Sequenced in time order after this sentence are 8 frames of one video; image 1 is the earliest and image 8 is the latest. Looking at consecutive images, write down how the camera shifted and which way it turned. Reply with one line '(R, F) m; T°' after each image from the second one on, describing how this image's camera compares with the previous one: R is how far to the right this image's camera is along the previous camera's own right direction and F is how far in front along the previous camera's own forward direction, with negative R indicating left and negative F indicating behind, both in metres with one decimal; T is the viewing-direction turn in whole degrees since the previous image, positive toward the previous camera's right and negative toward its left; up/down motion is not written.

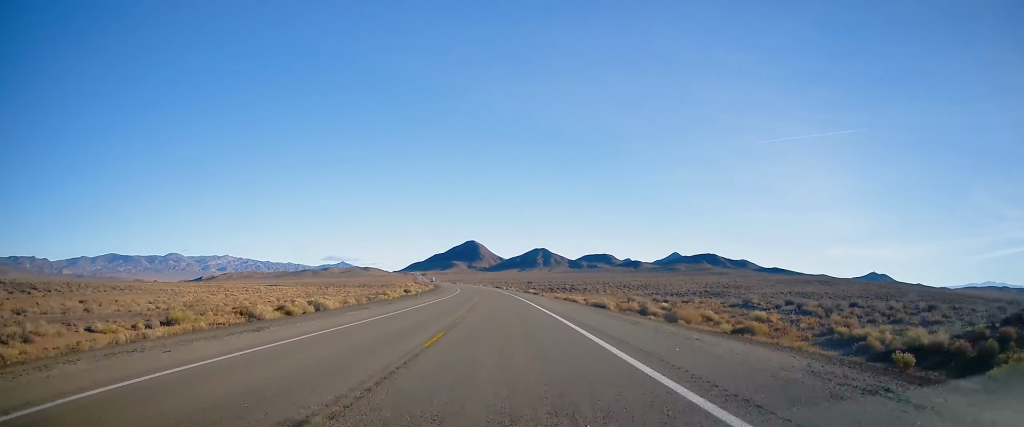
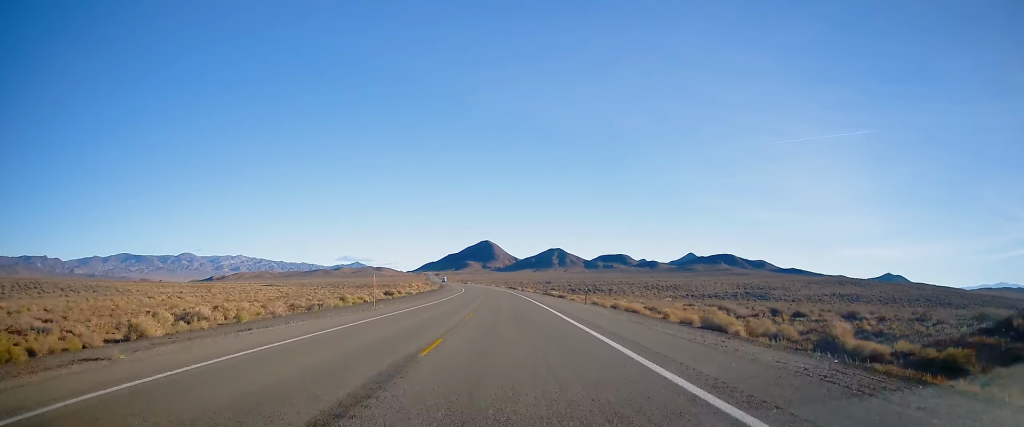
(-0.3, +26.0) m; -1°
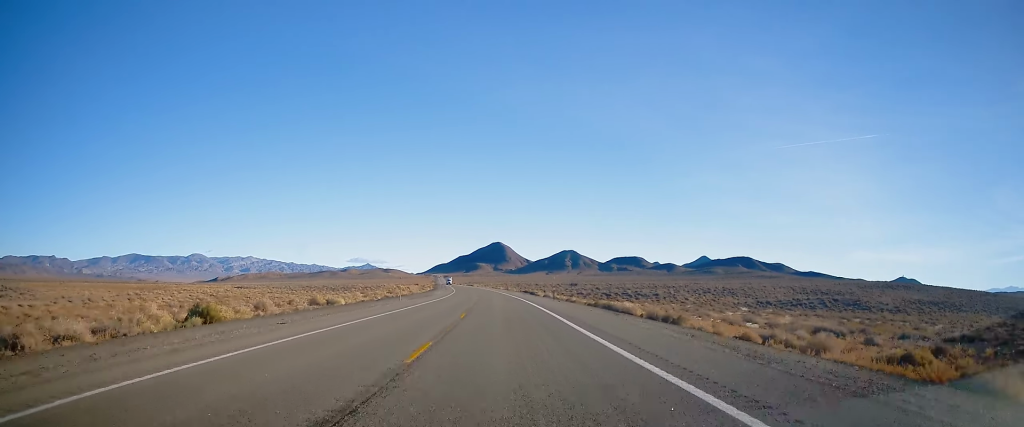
(-0.8, +49.9) m; -1°
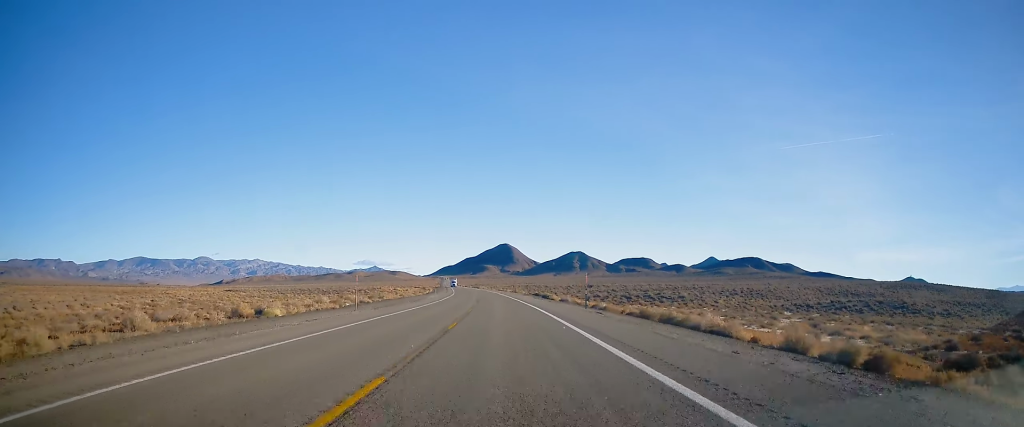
(+0.1, +16.7) m; -1°
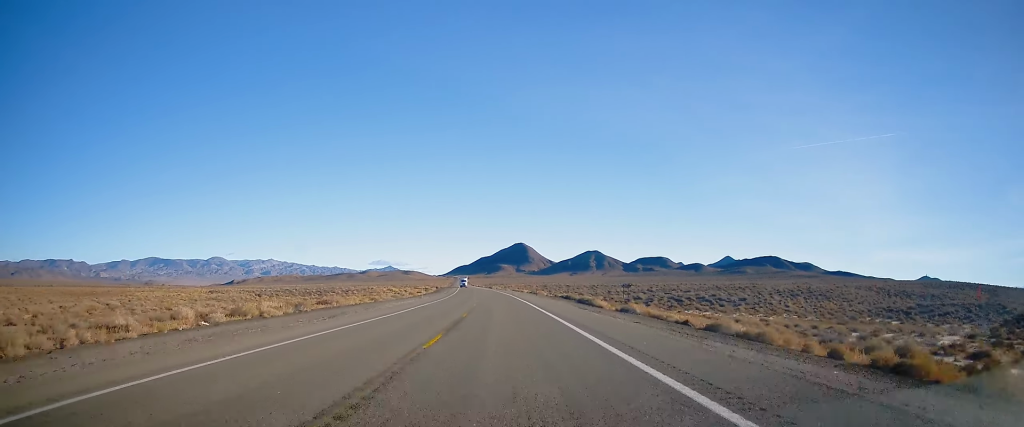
(-0.3, +28.9) m; -2°
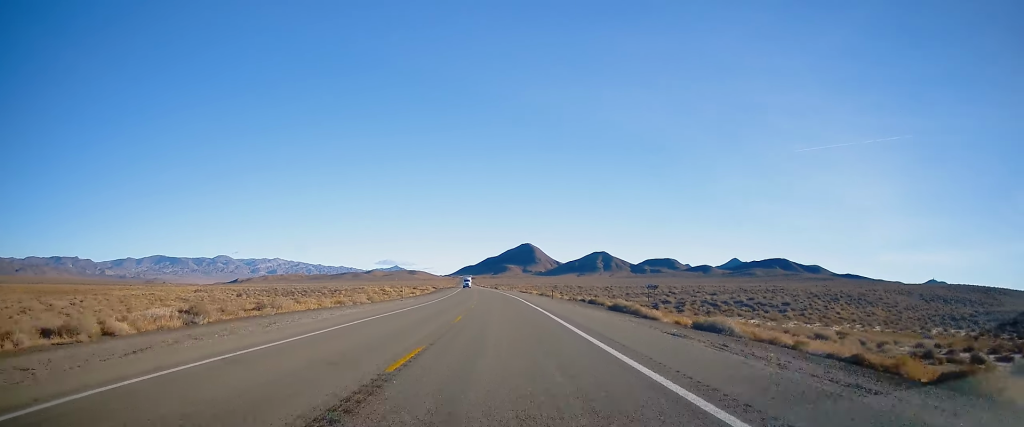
(-0.4, +15.6) m; -1°
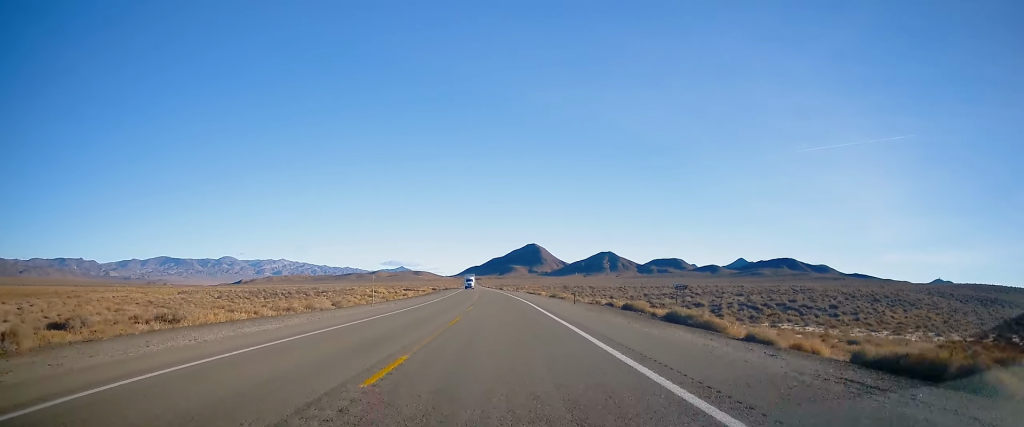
(-0.1, +13.4) m; 0°
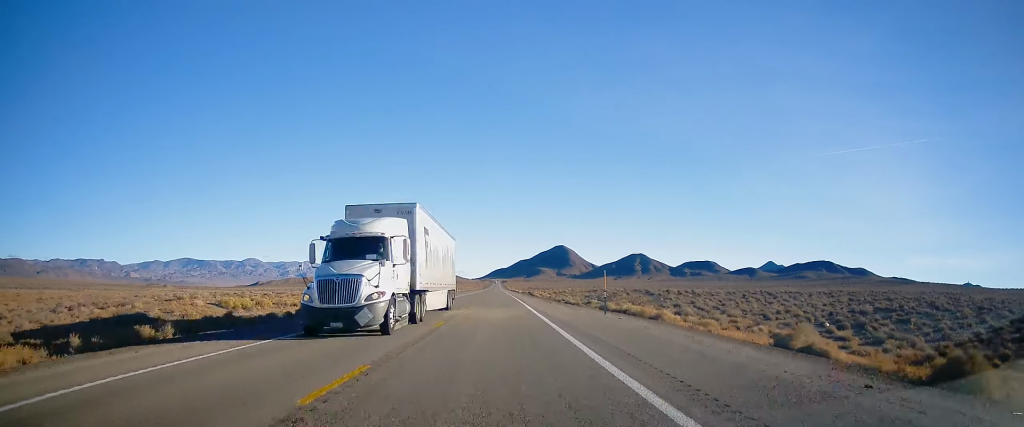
(-0.9, +74.1) m; -2°
